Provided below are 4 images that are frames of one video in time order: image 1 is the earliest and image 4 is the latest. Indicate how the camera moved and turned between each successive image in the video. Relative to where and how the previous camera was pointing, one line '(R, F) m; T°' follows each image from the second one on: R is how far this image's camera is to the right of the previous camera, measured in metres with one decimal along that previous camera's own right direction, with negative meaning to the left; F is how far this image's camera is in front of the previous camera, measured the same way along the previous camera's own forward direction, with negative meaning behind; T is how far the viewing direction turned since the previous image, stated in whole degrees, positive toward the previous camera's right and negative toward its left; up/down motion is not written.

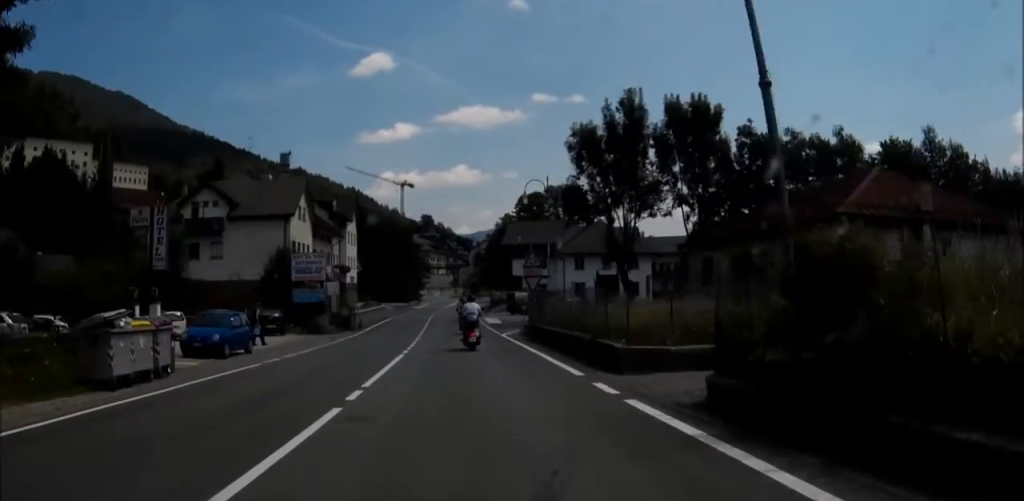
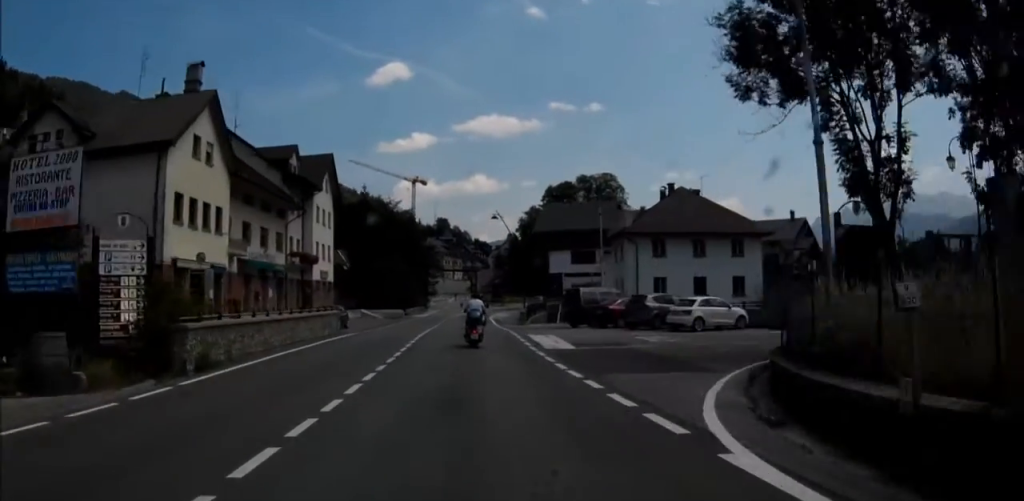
(-0.6, +29.2) m; -2°
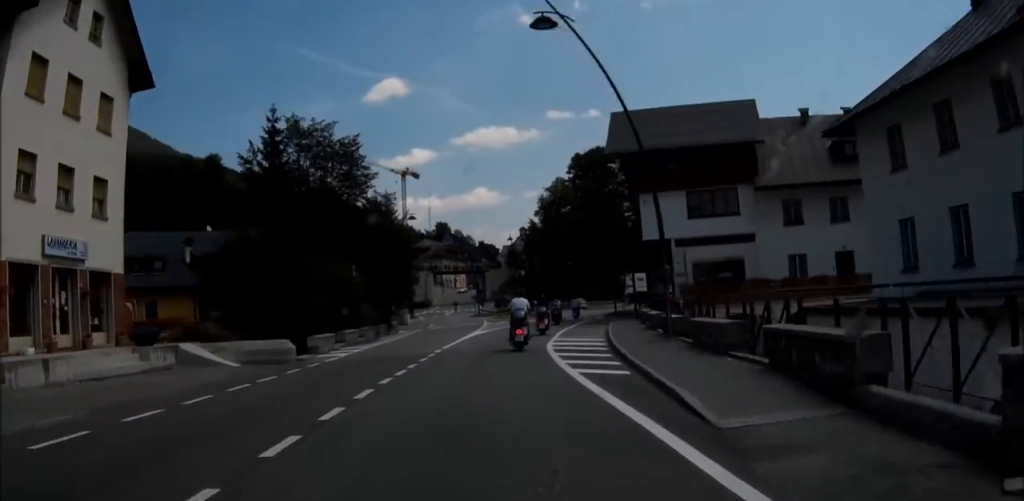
(-0.7, +46.3) m; -1°
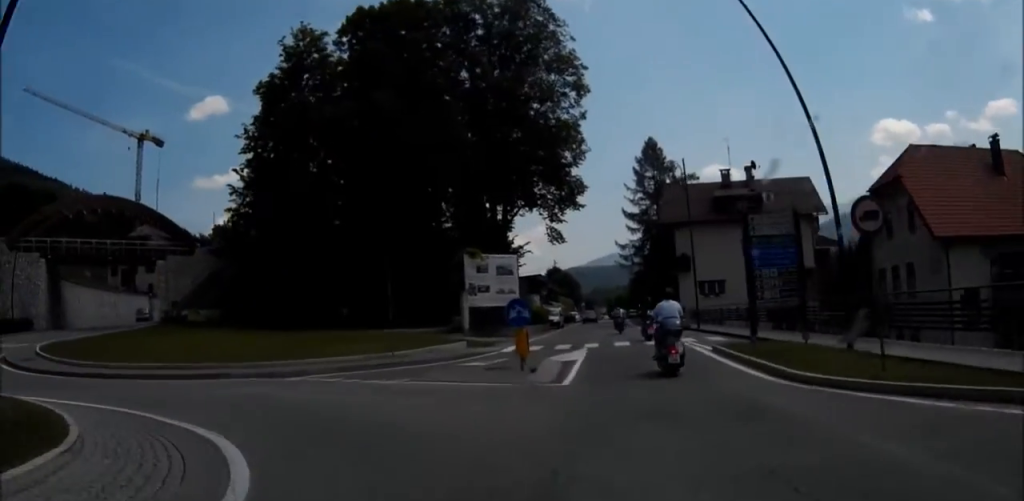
(+11.5, +71.4) m; +1°
